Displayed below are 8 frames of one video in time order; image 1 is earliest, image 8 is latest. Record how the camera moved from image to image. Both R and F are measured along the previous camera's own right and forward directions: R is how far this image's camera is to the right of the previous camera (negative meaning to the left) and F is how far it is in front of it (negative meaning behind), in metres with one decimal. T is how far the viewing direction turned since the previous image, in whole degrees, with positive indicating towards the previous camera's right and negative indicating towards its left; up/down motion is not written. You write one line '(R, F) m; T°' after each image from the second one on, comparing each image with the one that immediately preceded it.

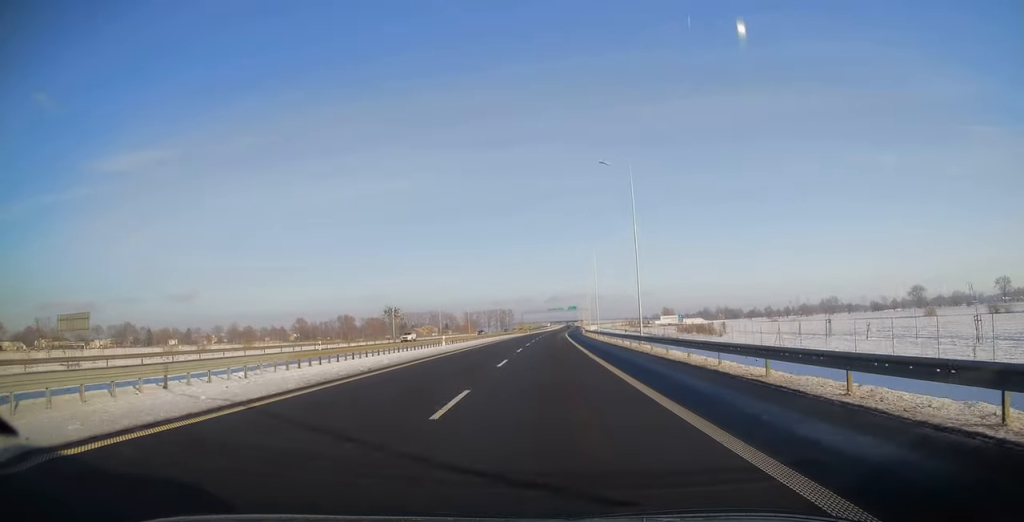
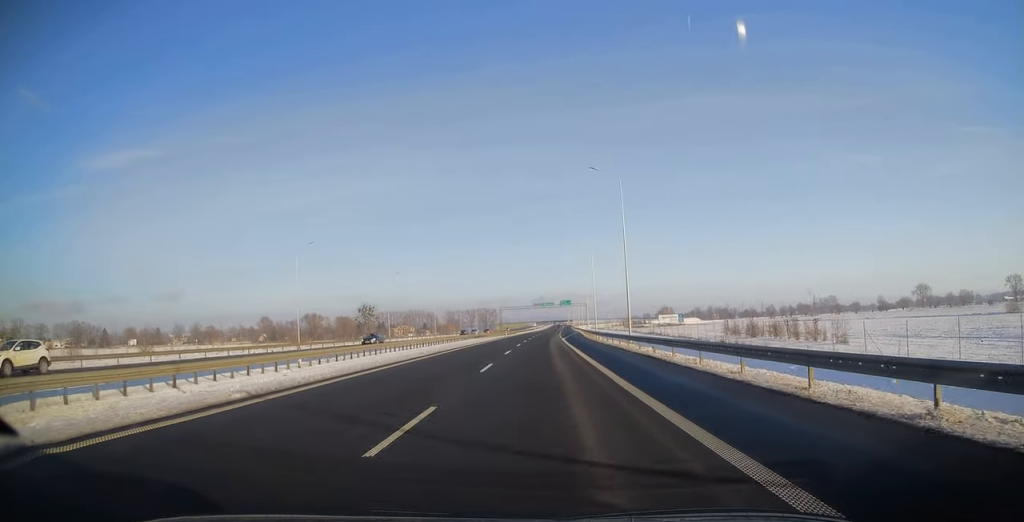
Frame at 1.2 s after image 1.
(+0.4, +38.5) m; +2°
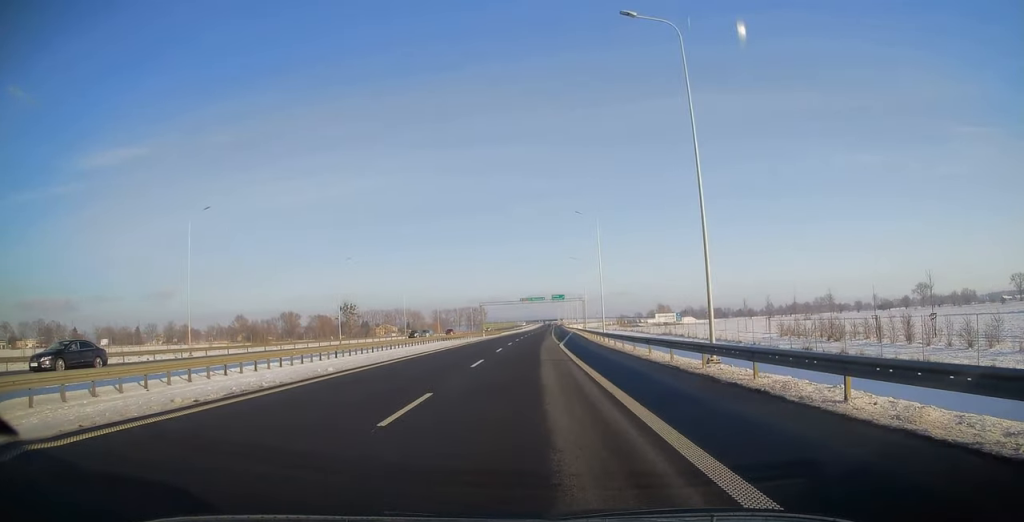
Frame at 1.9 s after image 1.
(+0.2, +22.1) m; +1°
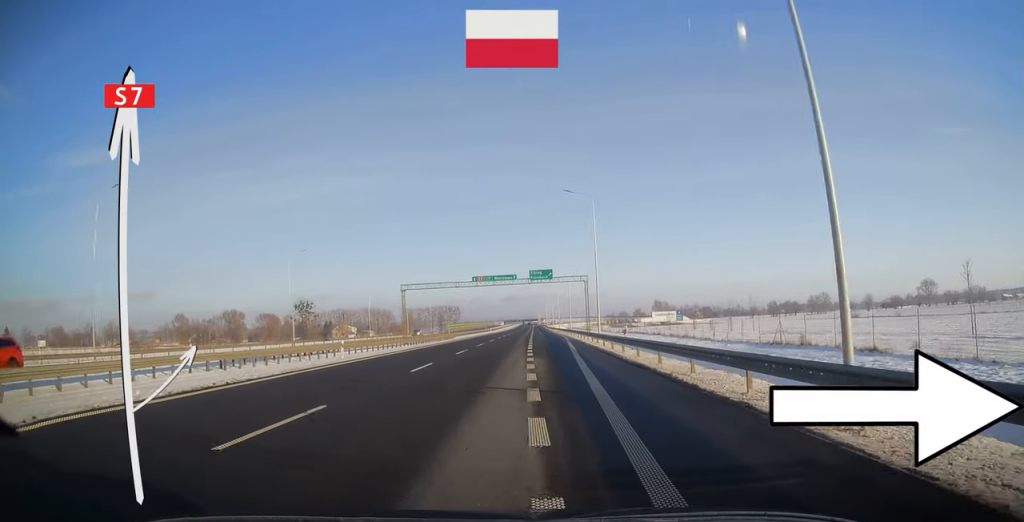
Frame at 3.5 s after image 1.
(+1.2, +50.7) m; +2°
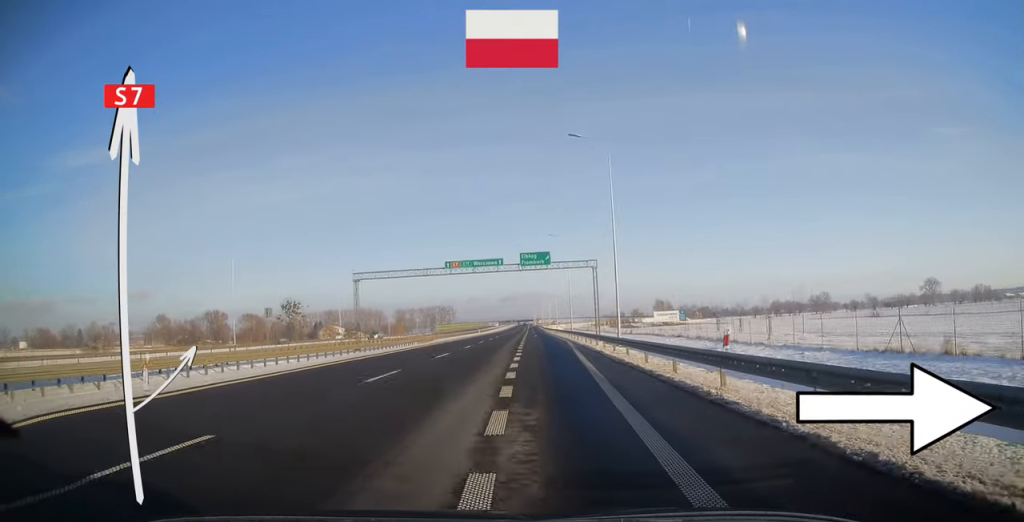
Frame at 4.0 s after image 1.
(0.0, +15.2) m; 0°
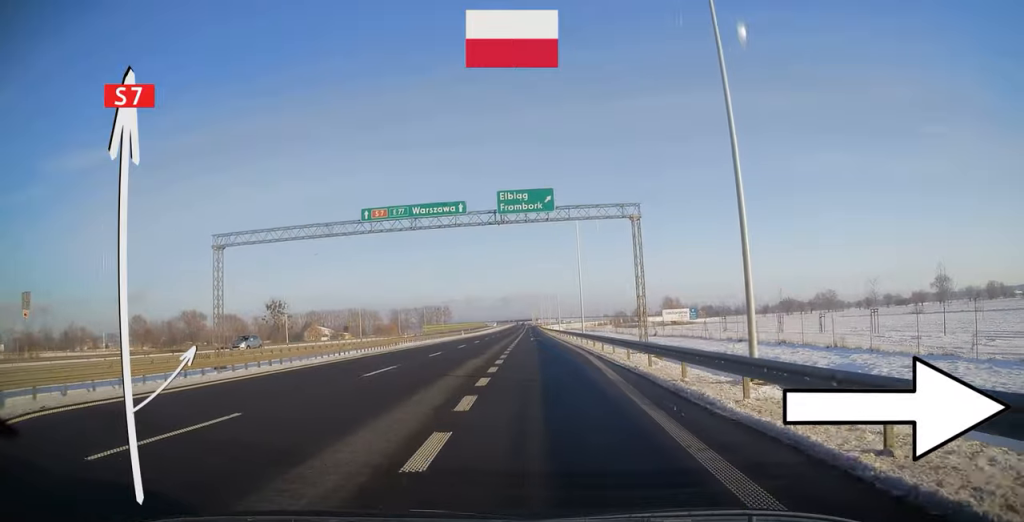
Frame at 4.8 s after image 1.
(0.0, +22.0) m; 0°
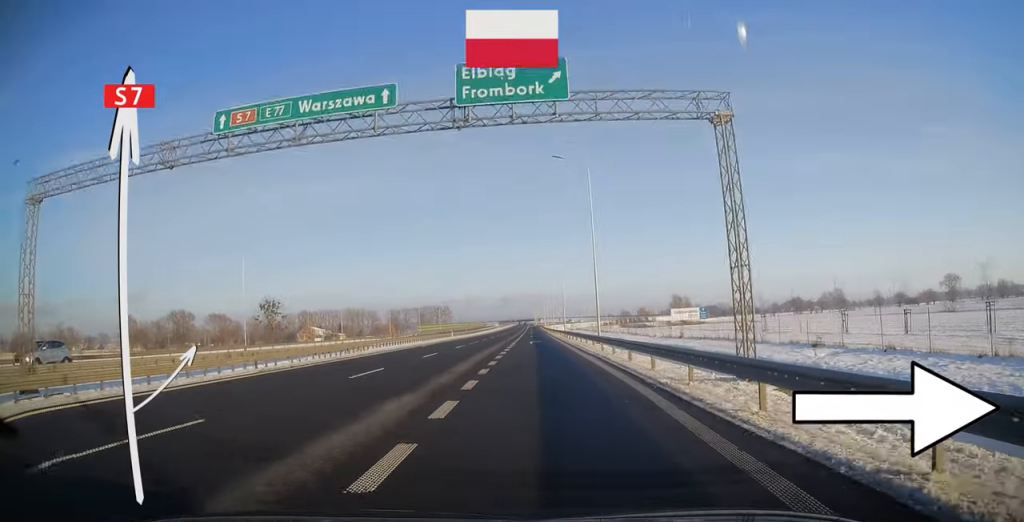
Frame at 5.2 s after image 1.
(+0.1, +12.7) m; 0°
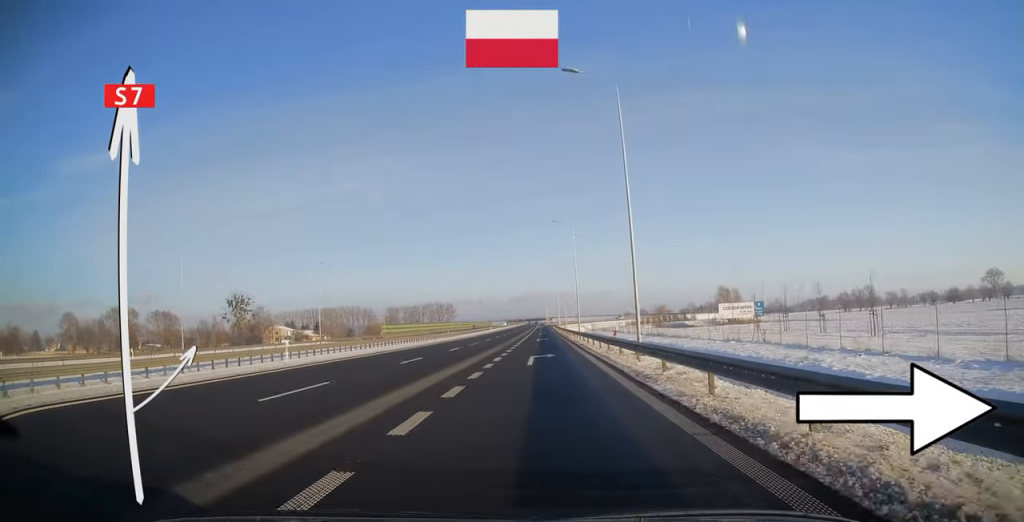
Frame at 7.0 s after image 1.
(-0.7, +53.2) m; -1°
